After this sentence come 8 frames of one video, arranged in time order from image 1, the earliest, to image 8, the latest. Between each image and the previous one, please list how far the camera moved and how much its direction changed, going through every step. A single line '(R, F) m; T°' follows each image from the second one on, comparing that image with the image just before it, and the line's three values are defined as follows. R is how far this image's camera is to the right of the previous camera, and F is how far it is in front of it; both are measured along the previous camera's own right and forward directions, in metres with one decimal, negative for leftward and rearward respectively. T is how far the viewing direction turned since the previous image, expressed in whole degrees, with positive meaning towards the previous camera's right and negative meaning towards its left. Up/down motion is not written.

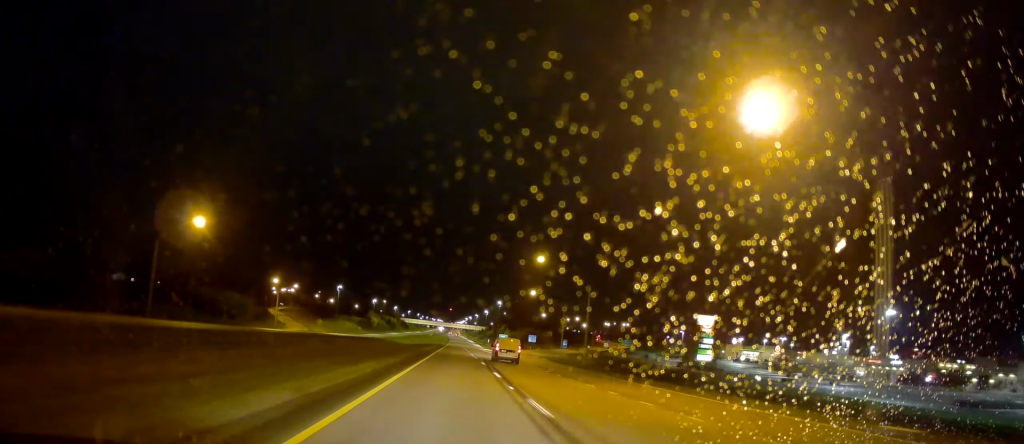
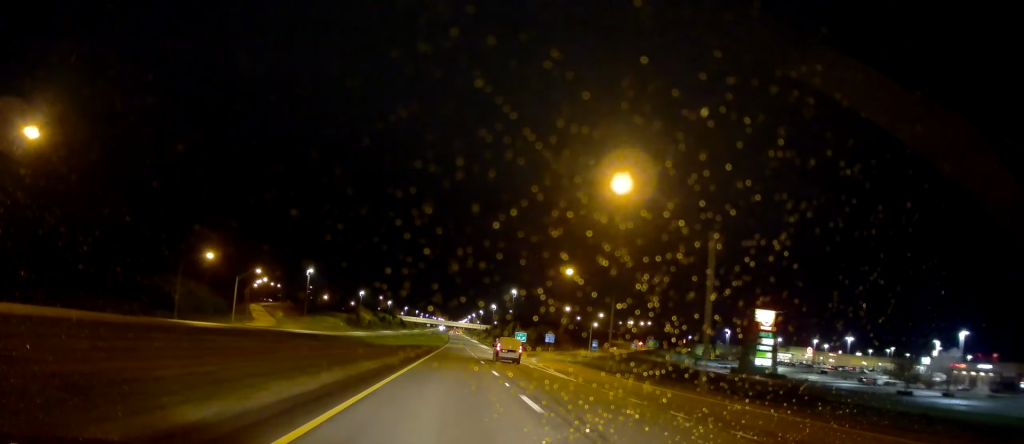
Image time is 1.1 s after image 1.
(+0.2, +34.9) m; 0°
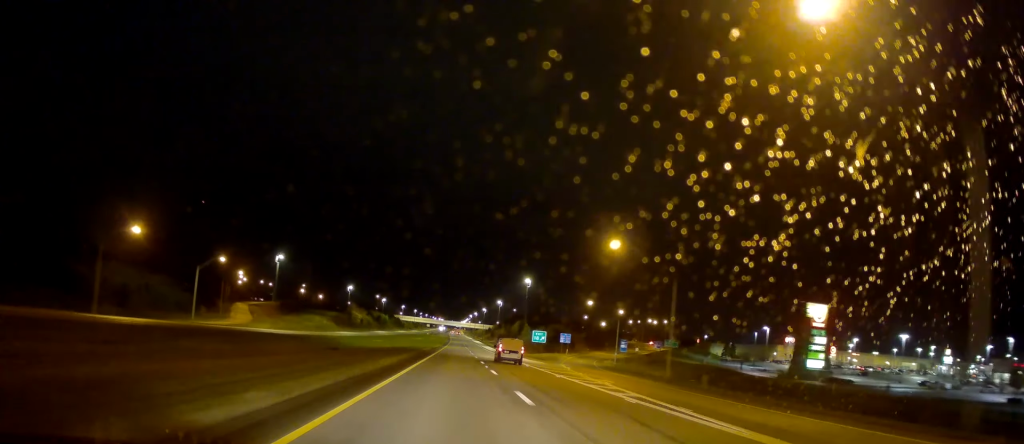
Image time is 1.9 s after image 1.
(0.0, +22.6) m; 0°
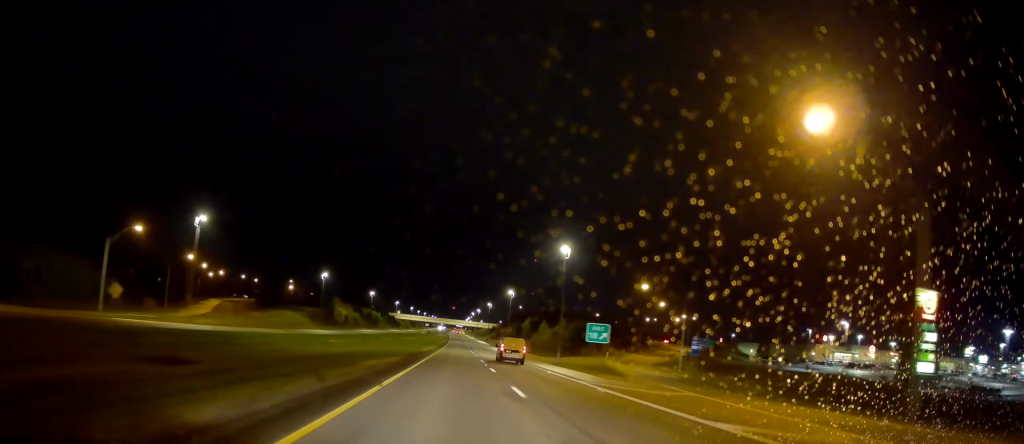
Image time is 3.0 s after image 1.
(-0.4, +34.1) m; -1°
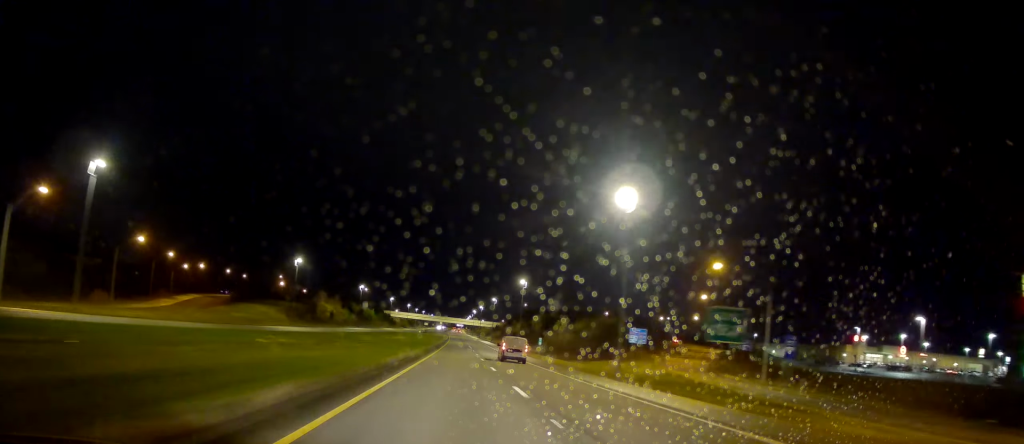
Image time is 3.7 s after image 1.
(-0.1, +23.9) m; 0°
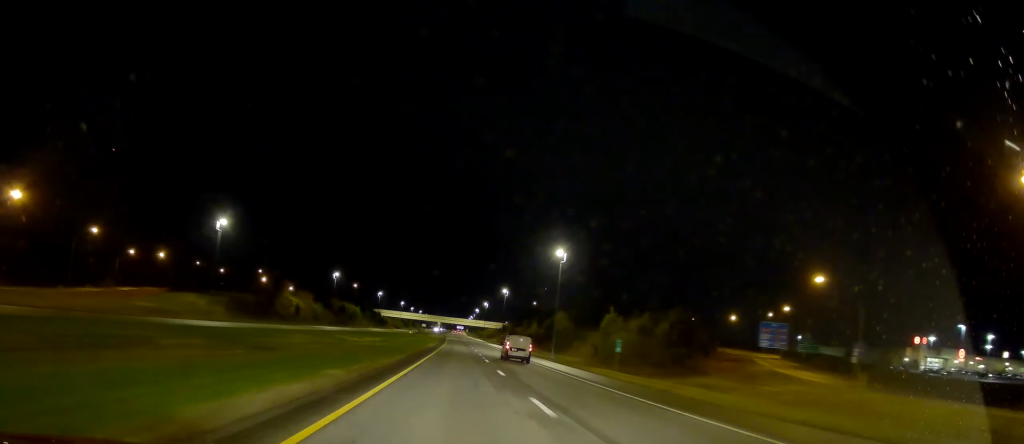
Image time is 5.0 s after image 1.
(+0.6, +39.2) m; +1°
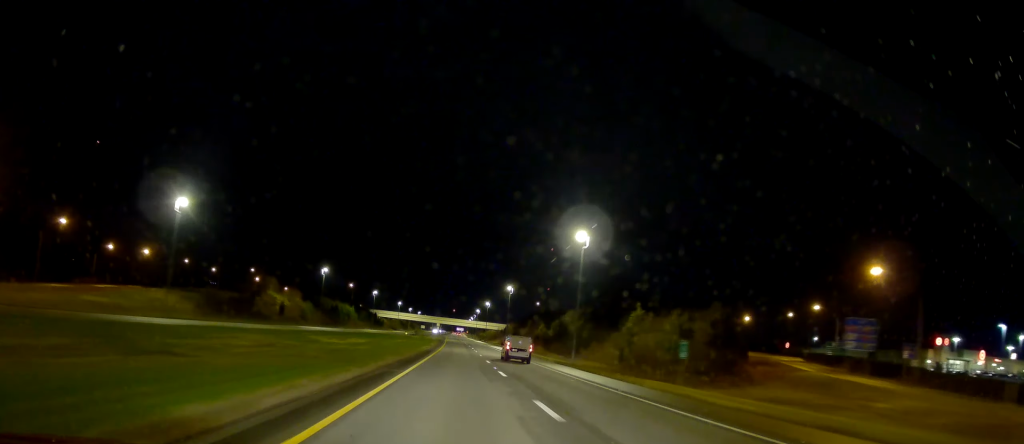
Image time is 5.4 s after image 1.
(0.0, +12.4) m; 0°
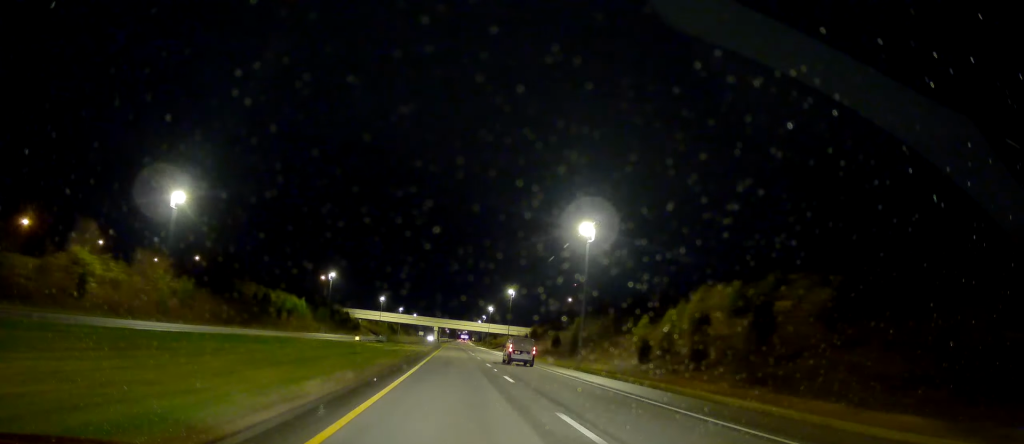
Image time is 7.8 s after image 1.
(-0.6, +74.7) m; -1°
